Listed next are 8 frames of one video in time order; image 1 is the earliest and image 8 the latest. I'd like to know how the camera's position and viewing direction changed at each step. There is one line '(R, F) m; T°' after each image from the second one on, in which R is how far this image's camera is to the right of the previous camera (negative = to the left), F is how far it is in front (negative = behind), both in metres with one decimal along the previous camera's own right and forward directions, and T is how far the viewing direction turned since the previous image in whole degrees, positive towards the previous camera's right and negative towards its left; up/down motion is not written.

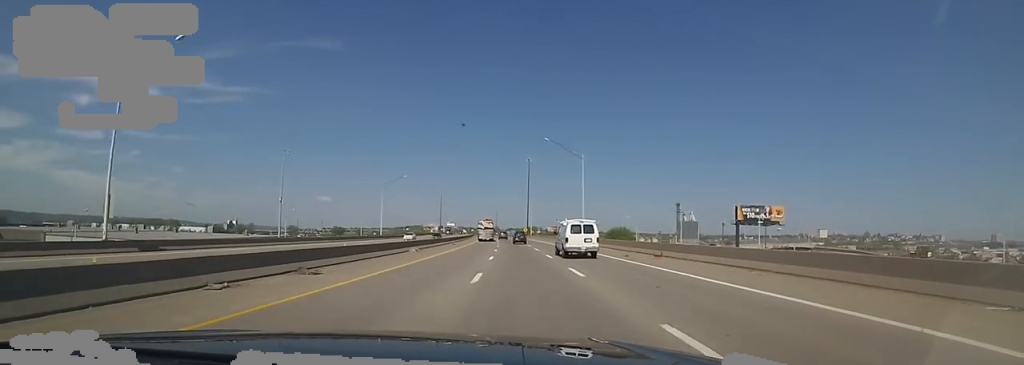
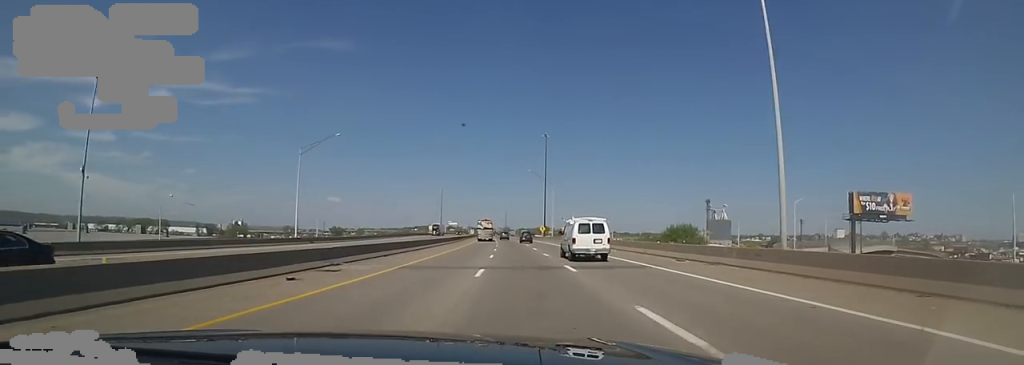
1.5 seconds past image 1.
(-1.4, +46.1) m; -4°
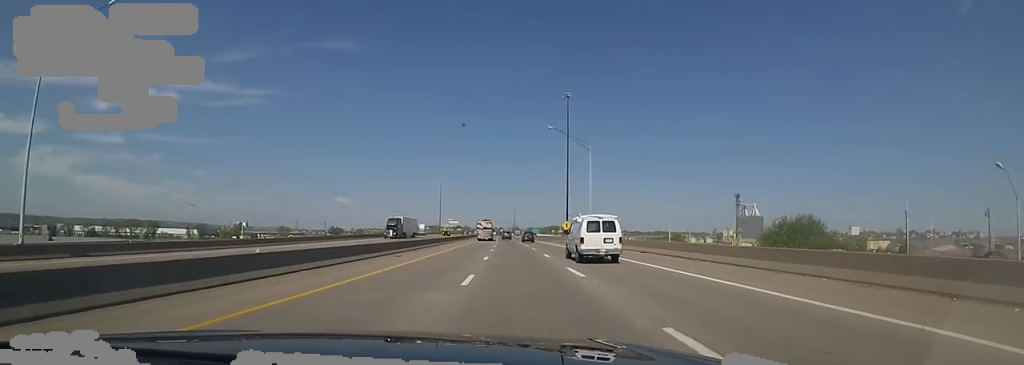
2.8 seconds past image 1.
(-1.0, +38.7) m; +1°
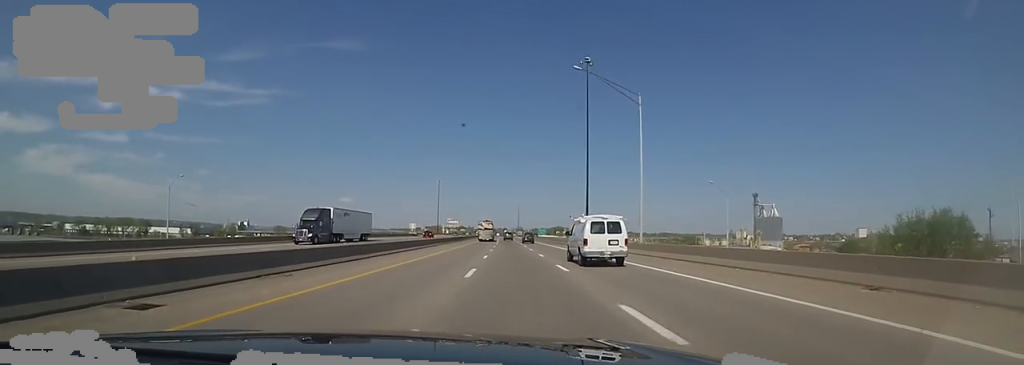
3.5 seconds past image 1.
(+0.5, +21.3) m; +1°
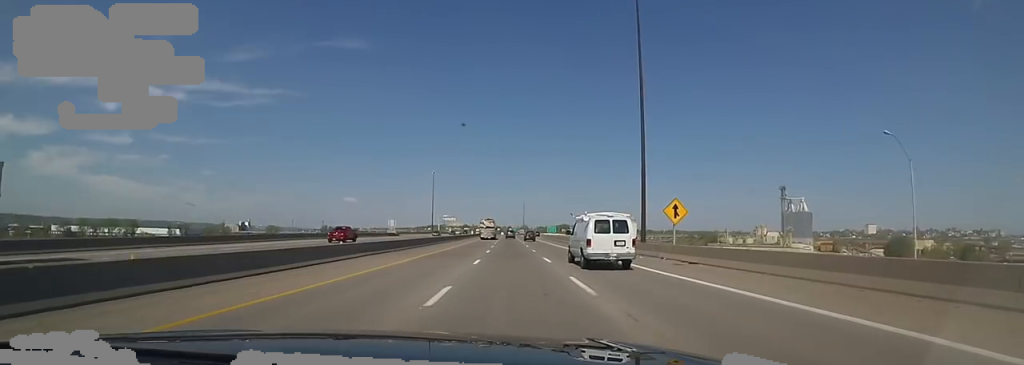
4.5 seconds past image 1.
(+0.2, +30.4) m; -1°
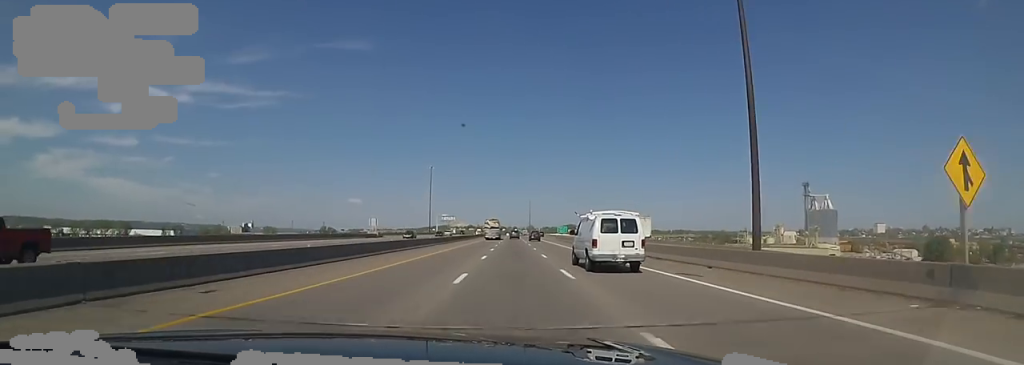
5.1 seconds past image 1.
(-0.6, +20.2) m; -2°
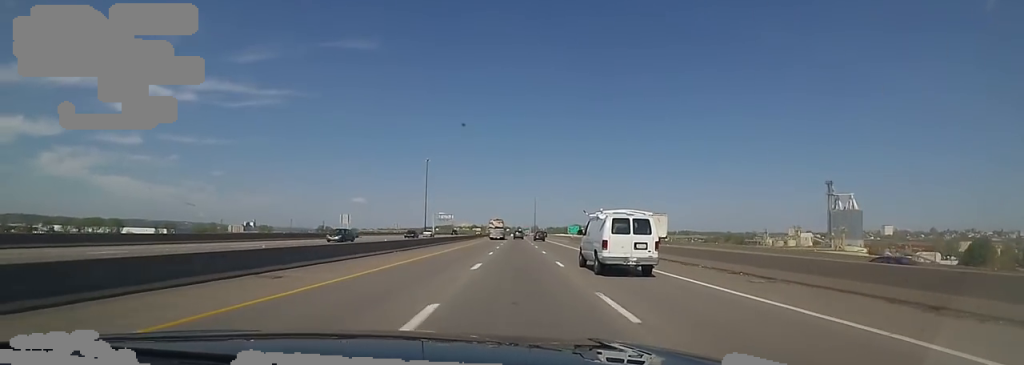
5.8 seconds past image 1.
(0.0, +19.1) m; 0°
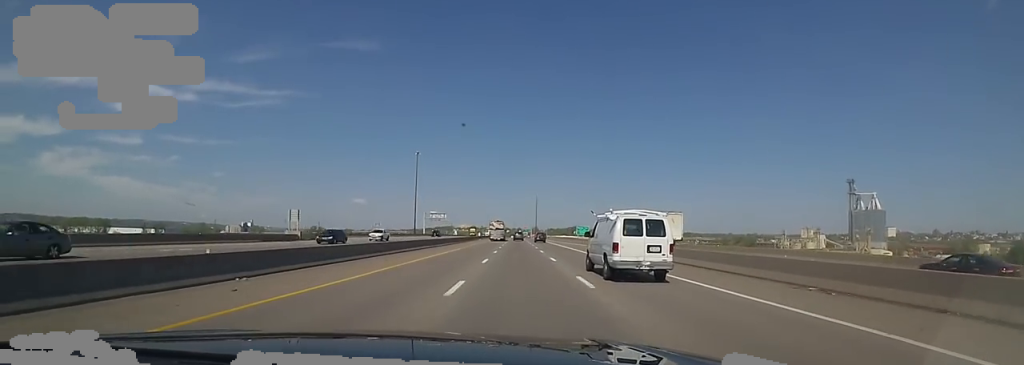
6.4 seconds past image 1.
(0.0, +19.0) m; 0°
